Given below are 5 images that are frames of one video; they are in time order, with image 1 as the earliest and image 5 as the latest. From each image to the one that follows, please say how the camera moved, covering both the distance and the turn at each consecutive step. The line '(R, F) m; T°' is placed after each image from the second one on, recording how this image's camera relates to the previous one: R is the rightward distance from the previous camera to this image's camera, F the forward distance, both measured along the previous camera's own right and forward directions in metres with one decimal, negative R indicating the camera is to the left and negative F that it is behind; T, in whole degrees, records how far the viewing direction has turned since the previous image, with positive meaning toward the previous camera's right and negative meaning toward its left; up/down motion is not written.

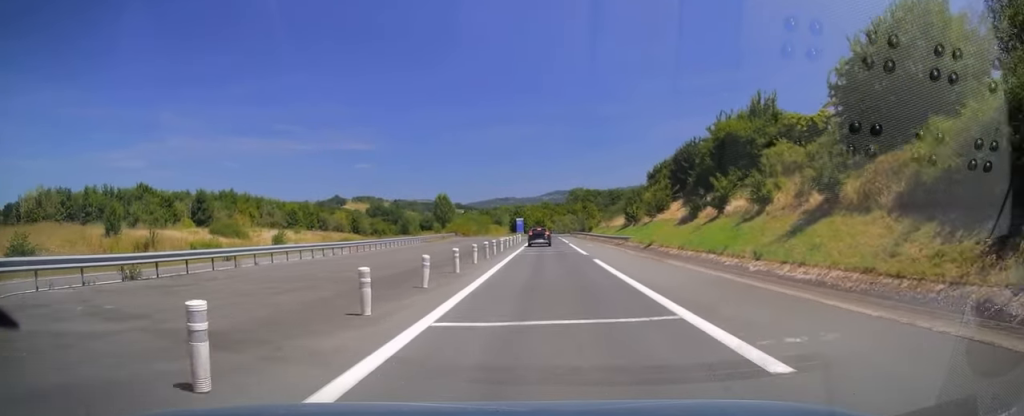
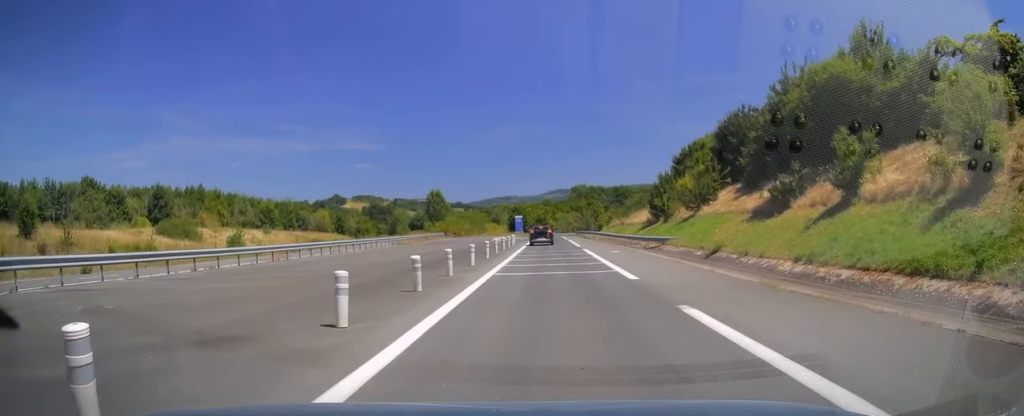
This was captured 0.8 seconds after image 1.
(+0.2, +16.4) m; 0°
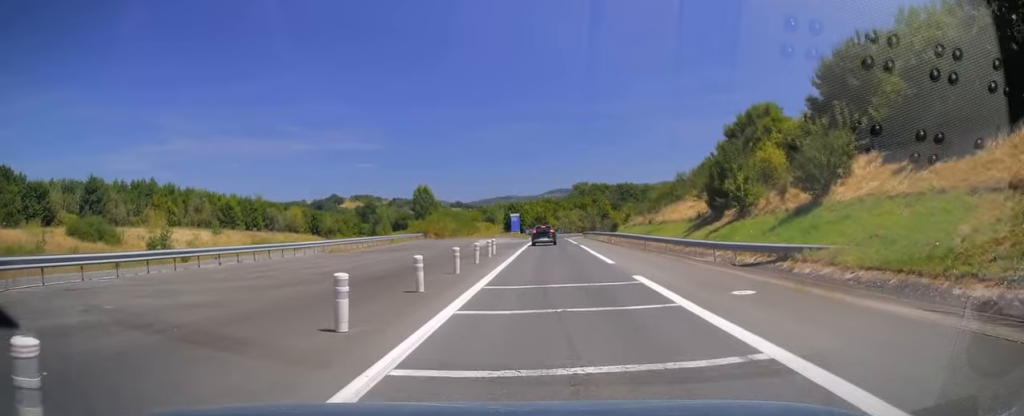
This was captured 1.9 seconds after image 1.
(-0.1, +20.9) m; -1°
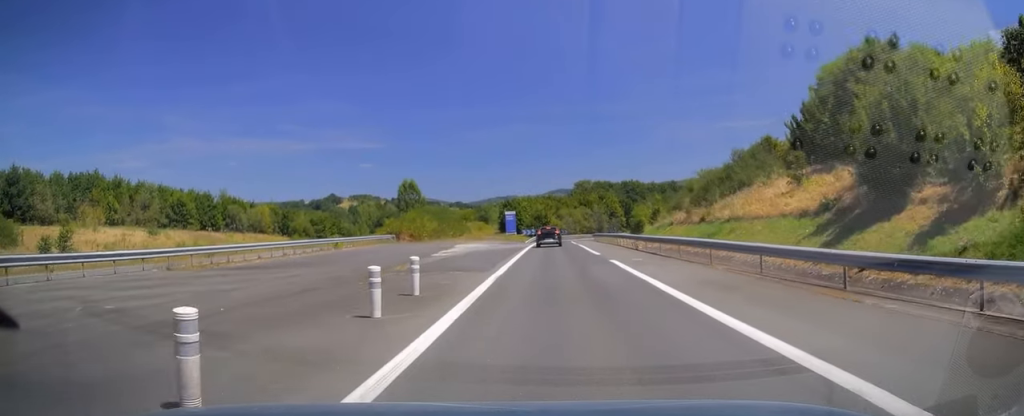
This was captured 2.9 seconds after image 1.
(-0.2, +20.6) m; -1°
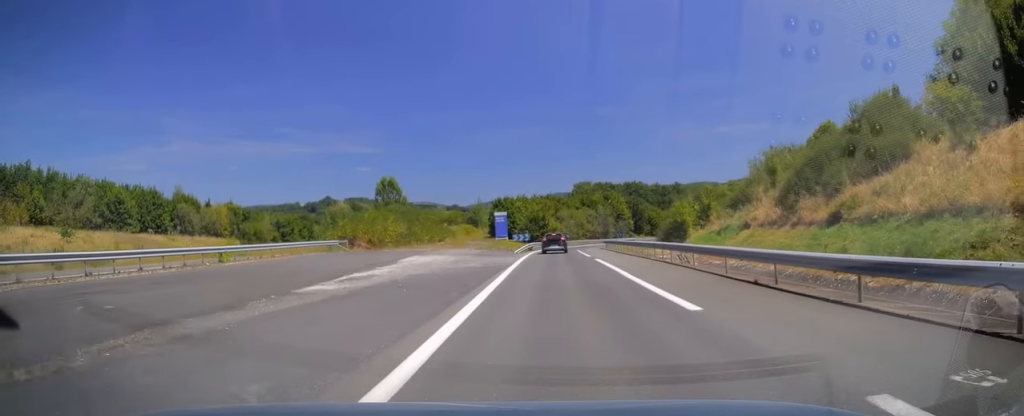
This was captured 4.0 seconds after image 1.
(+0.1, +19.6) m; +1°
